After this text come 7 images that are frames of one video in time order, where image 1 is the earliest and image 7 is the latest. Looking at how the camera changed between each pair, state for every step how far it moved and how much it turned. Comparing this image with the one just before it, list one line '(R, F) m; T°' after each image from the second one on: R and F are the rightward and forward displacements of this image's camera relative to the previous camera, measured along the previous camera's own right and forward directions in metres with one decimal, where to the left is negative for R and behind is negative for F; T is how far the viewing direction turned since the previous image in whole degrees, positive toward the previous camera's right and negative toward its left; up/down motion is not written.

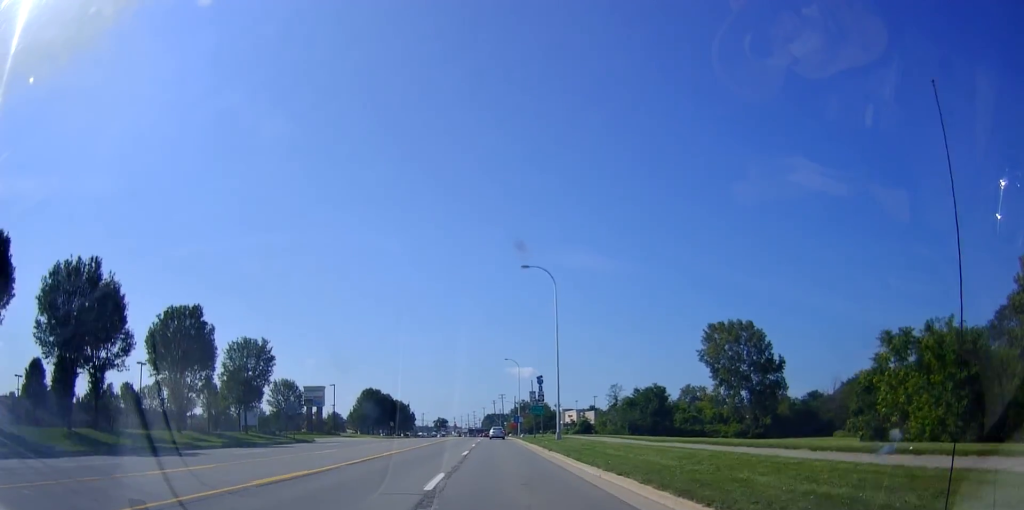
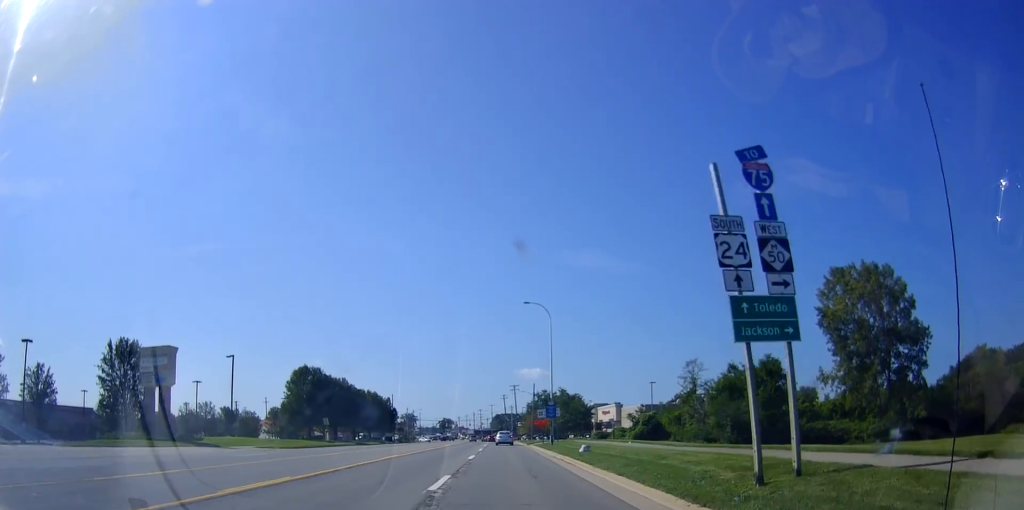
(-0.9, +47.9) m; +1°
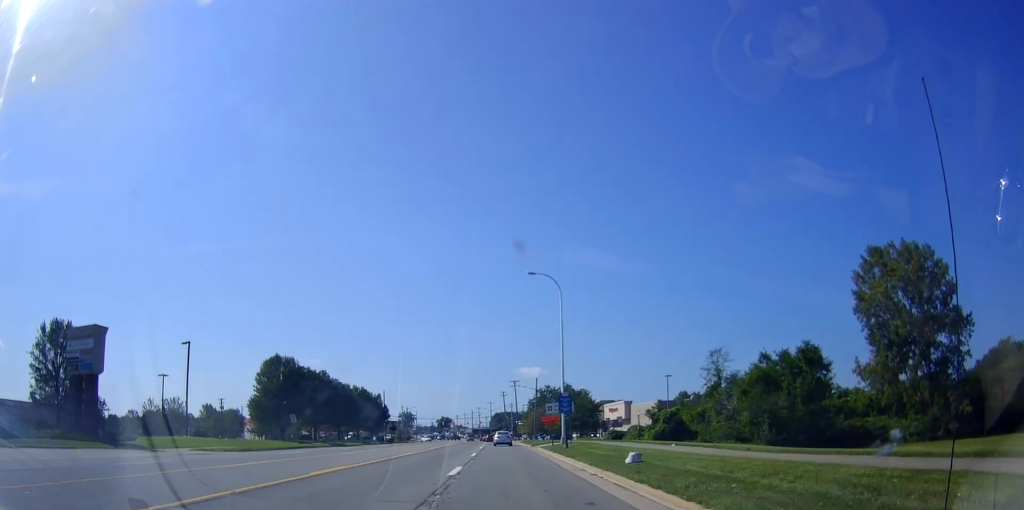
(+0.1, +10.0) m; 0°
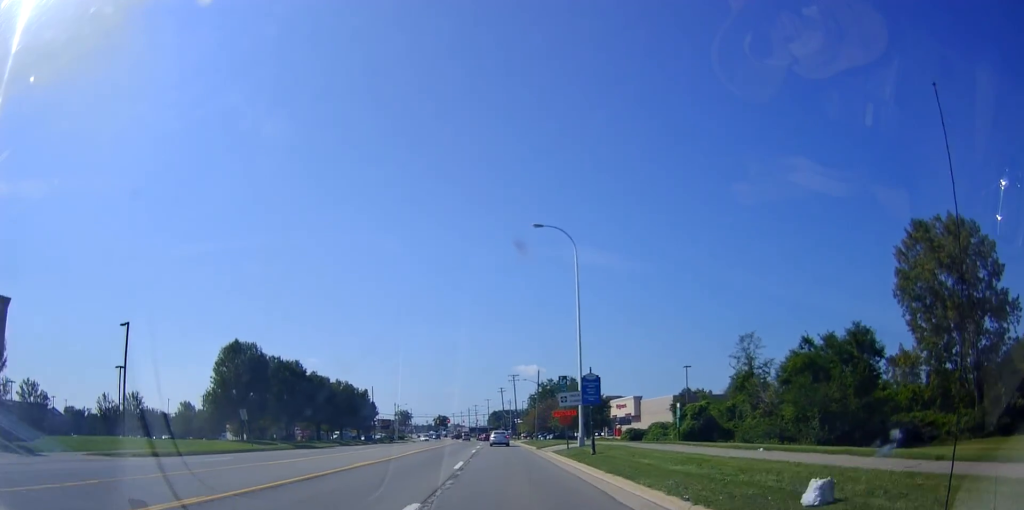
(-0.1, +10.4) m; -2°
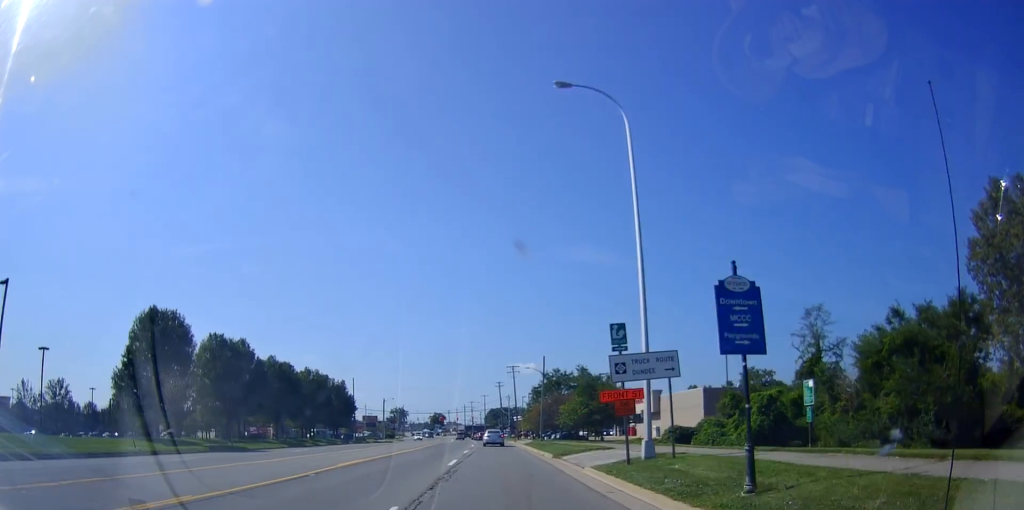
(-0.4, +15.4) m; 0°
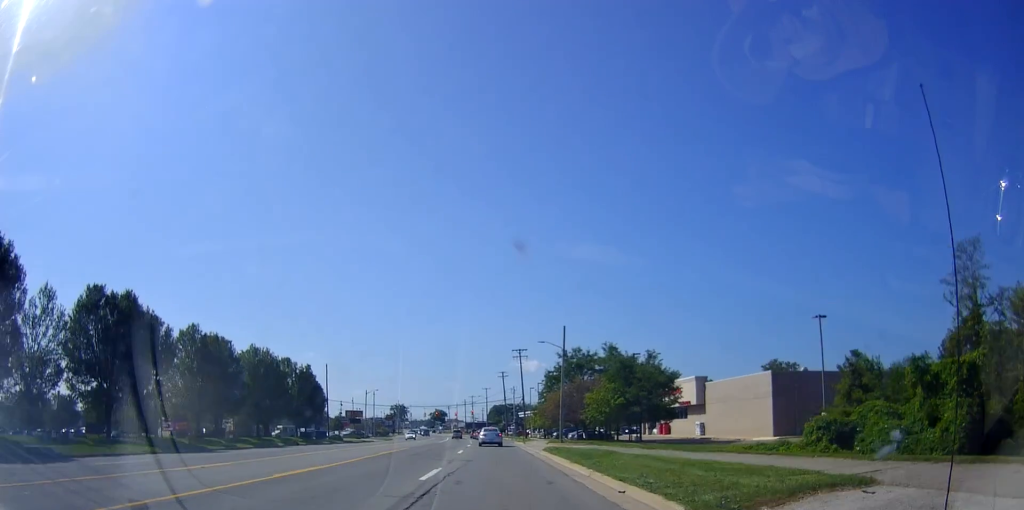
(+0.5, +20.0) m; +1°
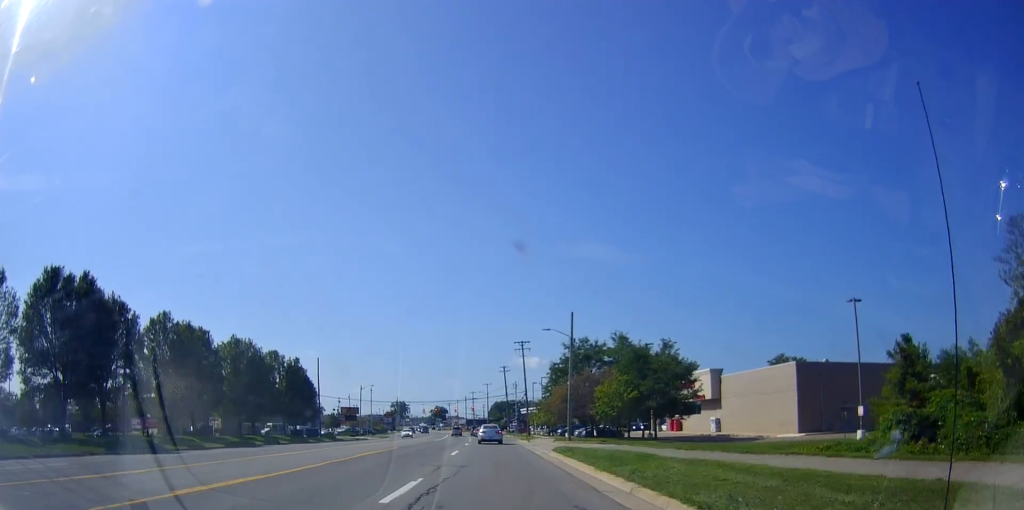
(0.0, +5.4) m; 0°
